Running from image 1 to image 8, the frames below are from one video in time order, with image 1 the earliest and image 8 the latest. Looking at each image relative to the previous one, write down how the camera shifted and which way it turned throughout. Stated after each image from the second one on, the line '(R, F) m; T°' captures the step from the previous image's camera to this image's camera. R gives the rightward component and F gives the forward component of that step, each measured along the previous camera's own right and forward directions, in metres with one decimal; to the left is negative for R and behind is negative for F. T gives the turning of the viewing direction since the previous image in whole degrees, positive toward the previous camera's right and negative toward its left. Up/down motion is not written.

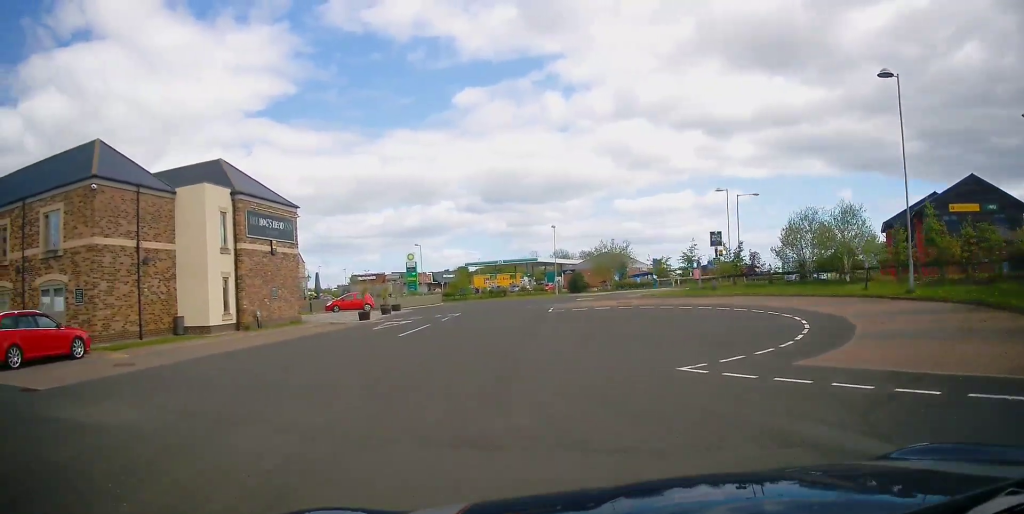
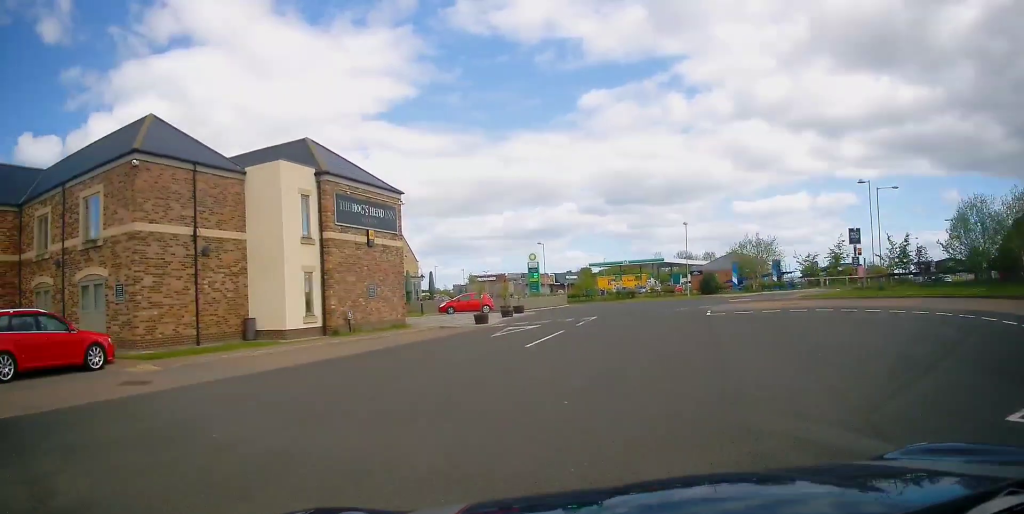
(+0.3, +3.7) m; -3°
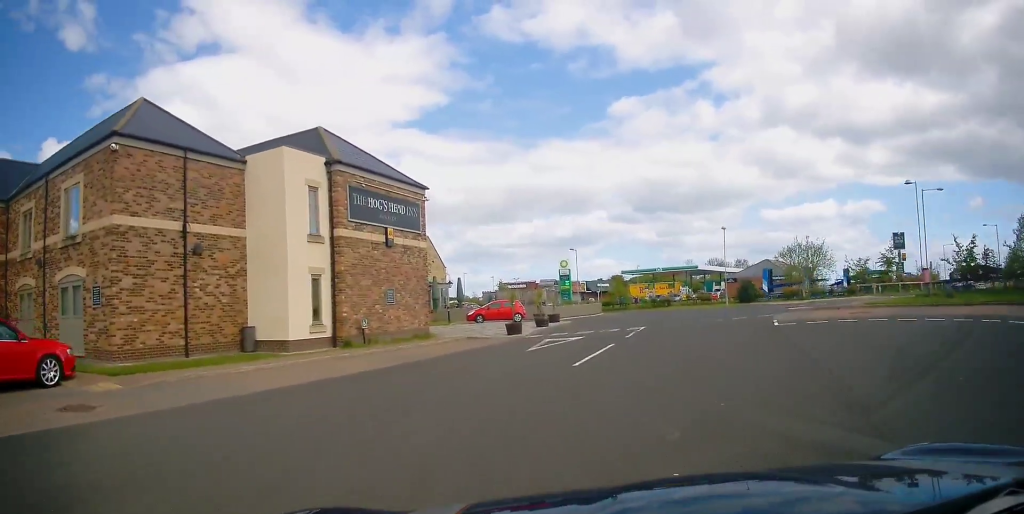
(-0.3, +2.4) m; -5°
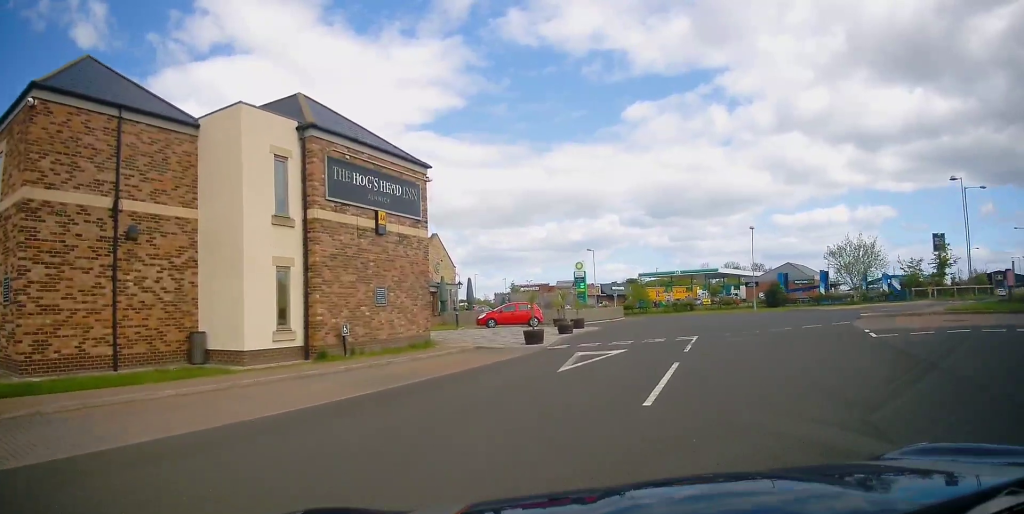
(-0.2, +3.6) m; -3°
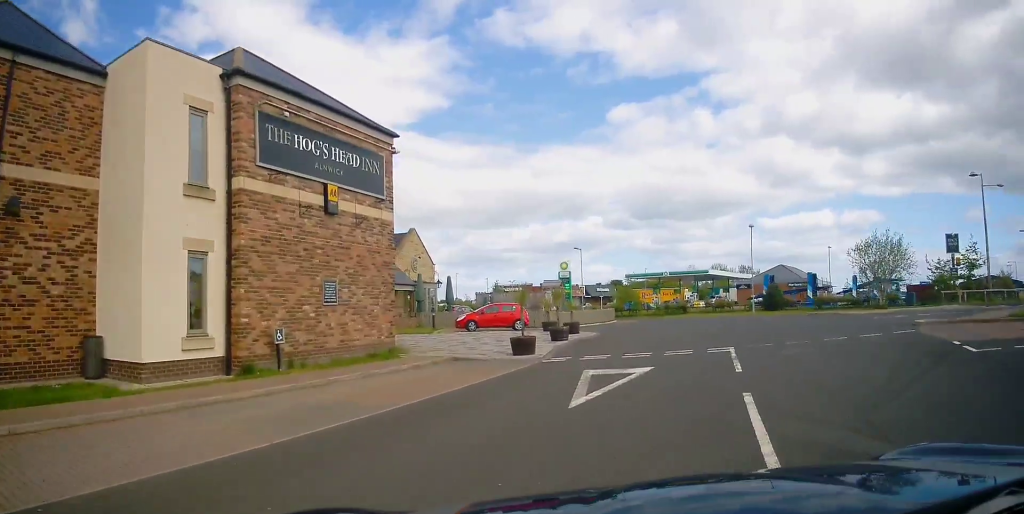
(0.0, +3.5) m; -1°
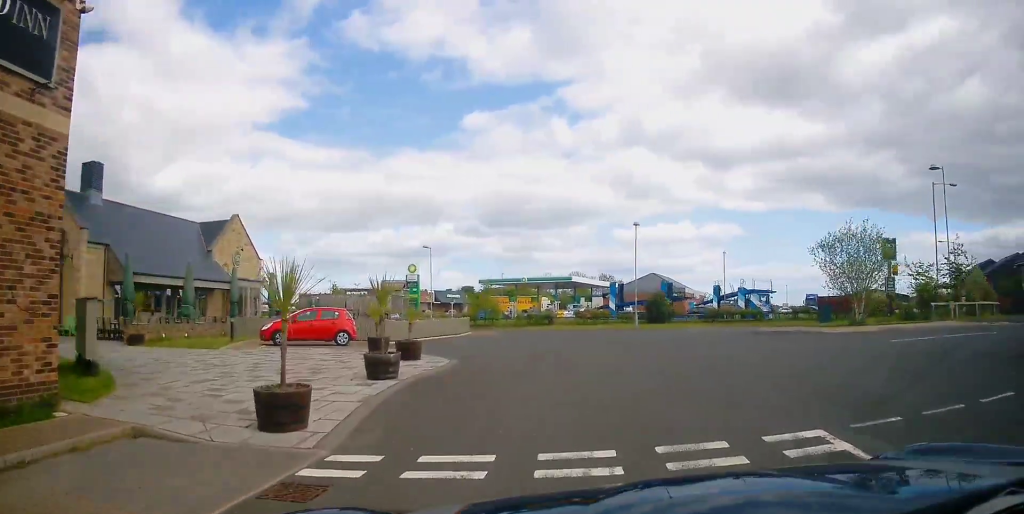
(0.0, +9.3) m; +8°
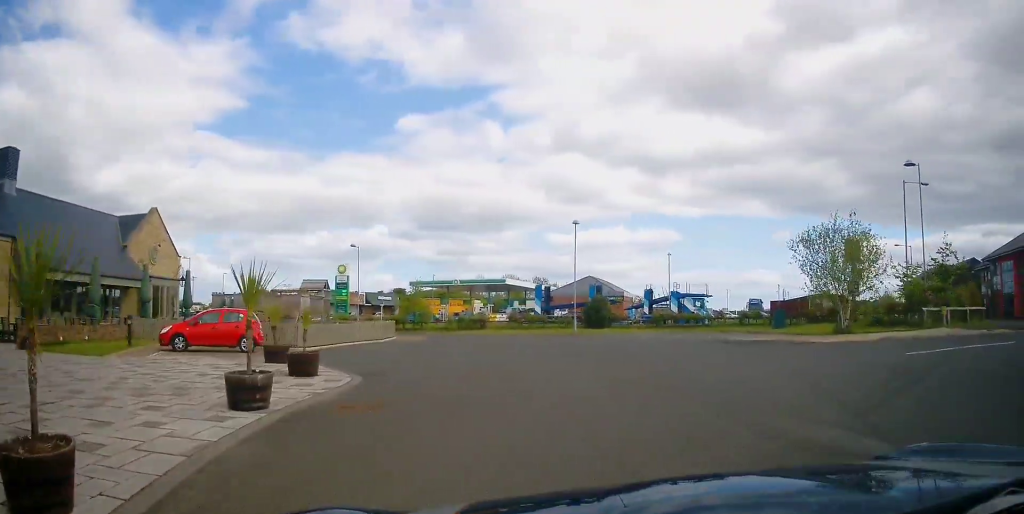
(+0.3, +3.3) m; +9°
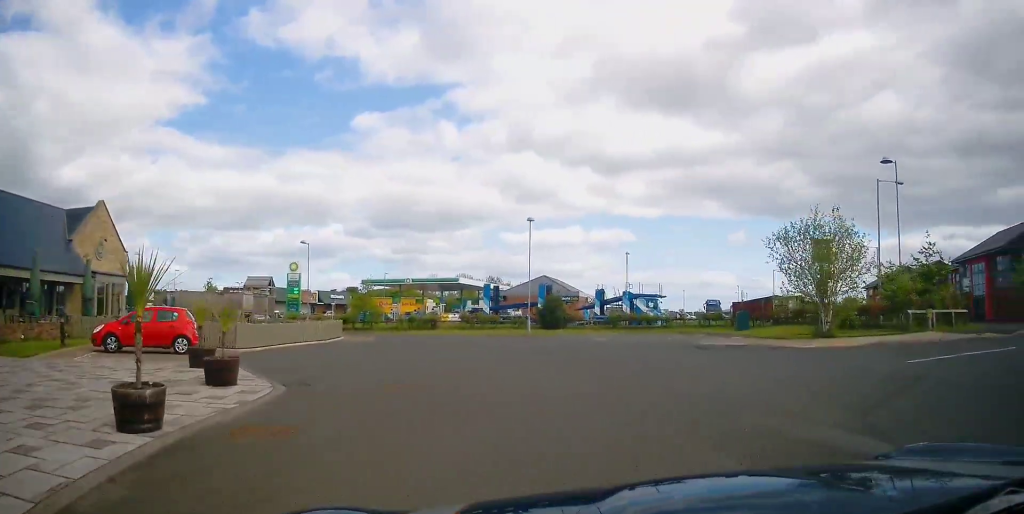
(0.0, +1.5) m; +4°
